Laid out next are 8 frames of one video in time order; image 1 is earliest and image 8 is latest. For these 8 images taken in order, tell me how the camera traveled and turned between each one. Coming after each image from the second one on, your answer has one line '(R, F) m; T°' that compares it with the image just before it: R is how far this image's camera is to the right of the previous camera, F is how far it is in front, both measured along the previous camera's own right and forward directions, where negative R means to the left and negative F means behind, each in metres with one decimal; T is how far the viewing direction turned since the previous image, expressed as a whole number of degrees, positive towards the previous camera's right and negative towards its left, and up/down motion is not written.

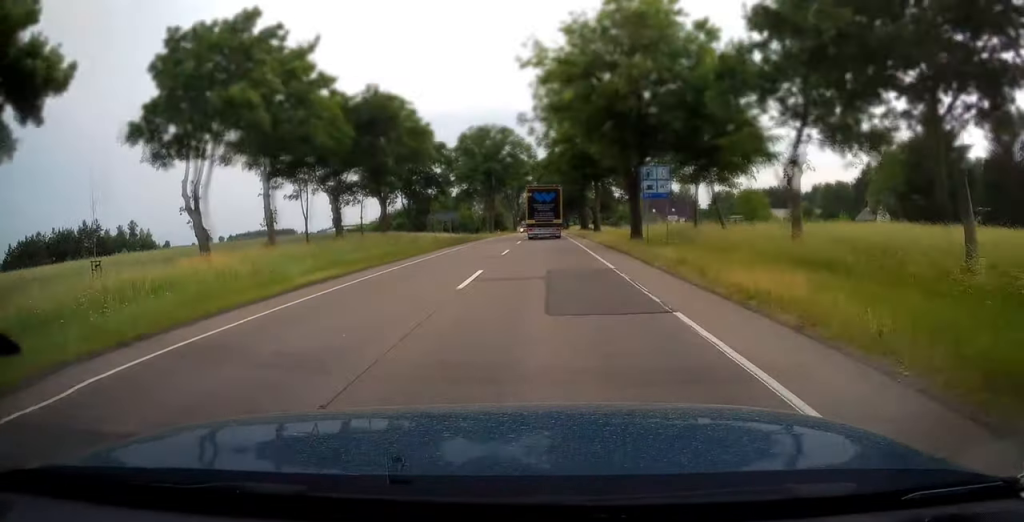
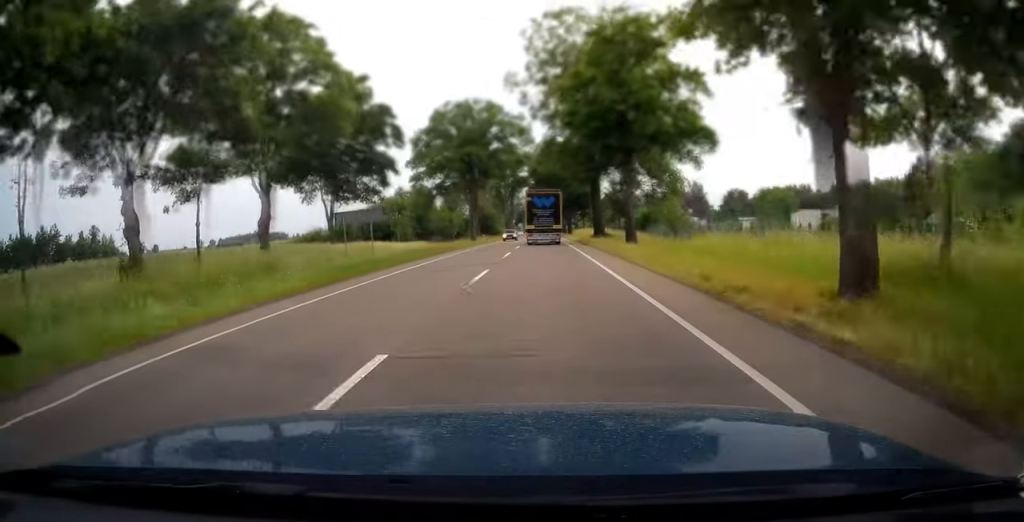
(-0.2, +22.2) m; 0°
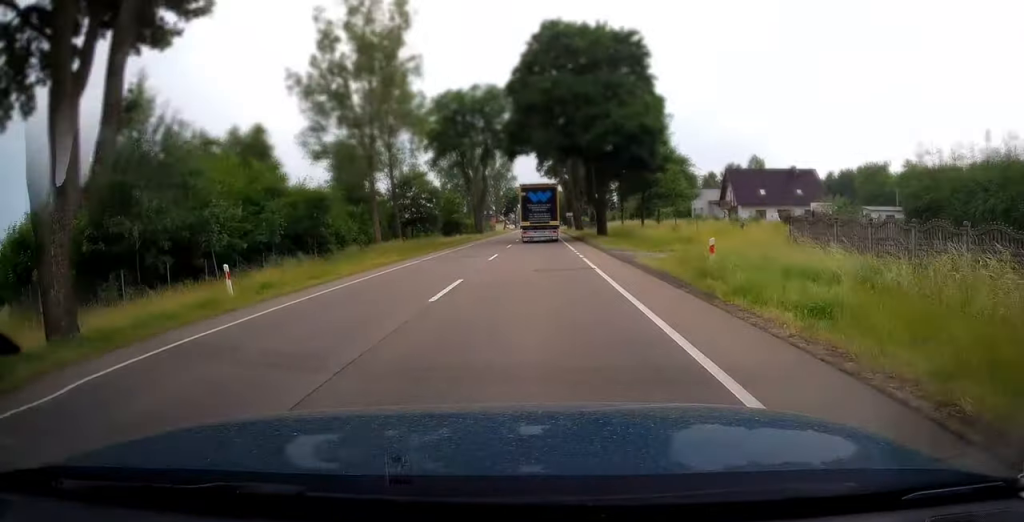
(+0.3, +63.7) m; +1°
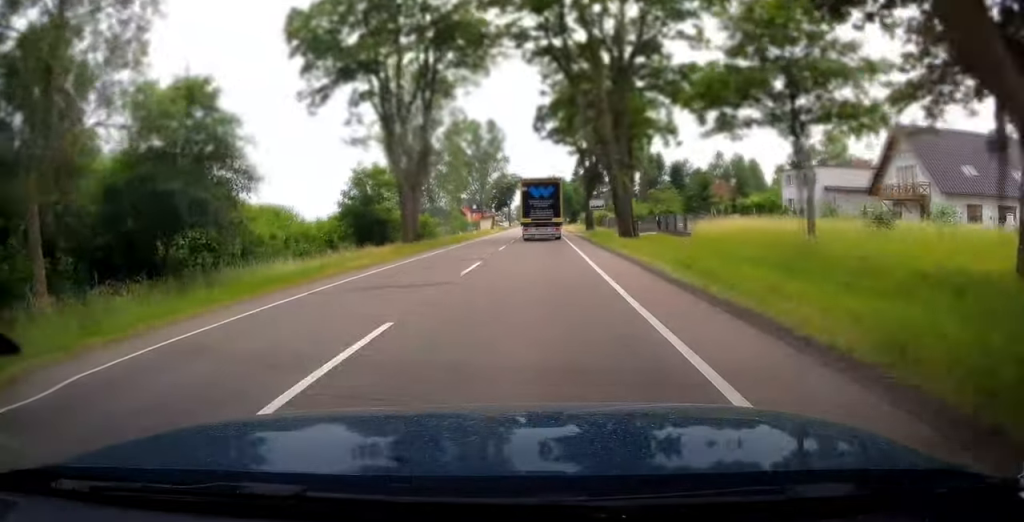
(+0.1, +41.8) m; 0°
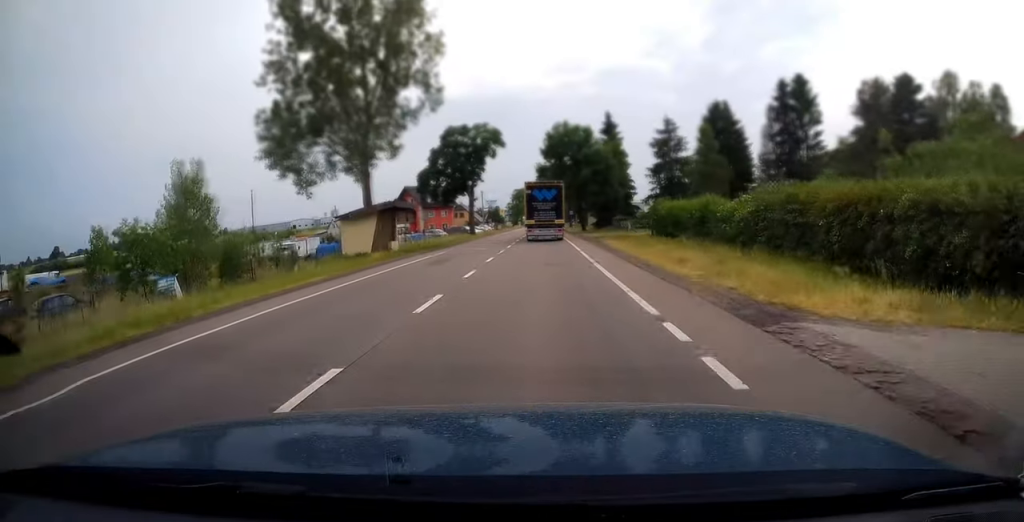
(-0.6, +82.9) m; -1°
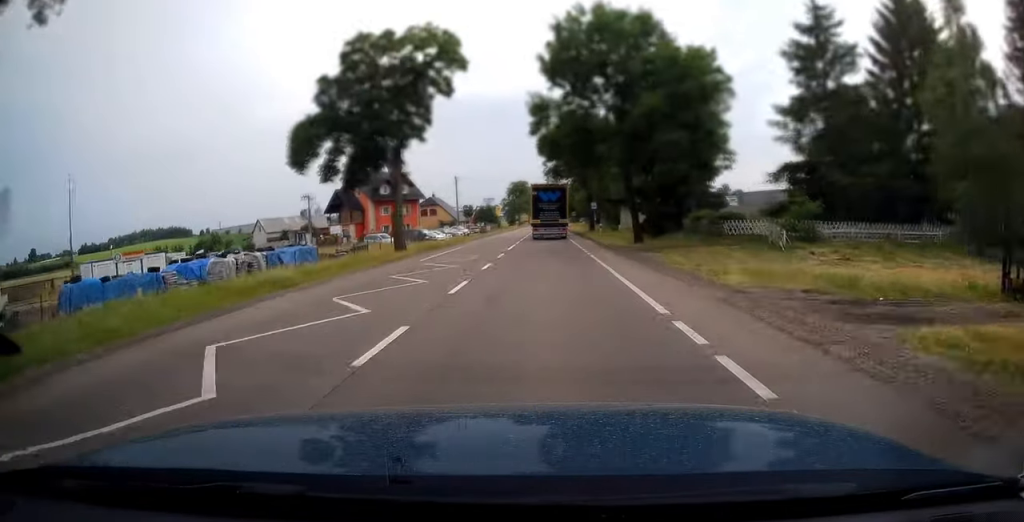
(+0.1, +38.4) m; 0°
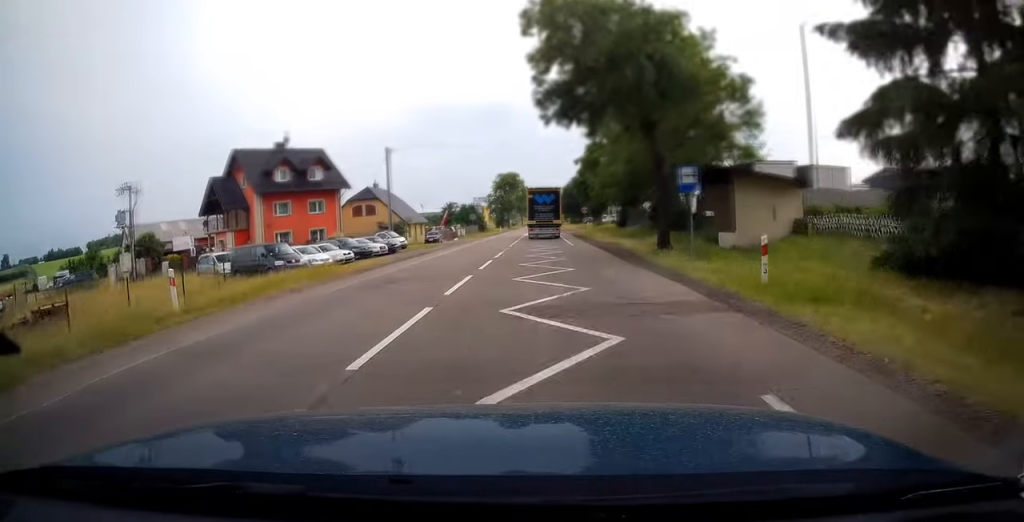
(-0.2, +35.3) m; 0°
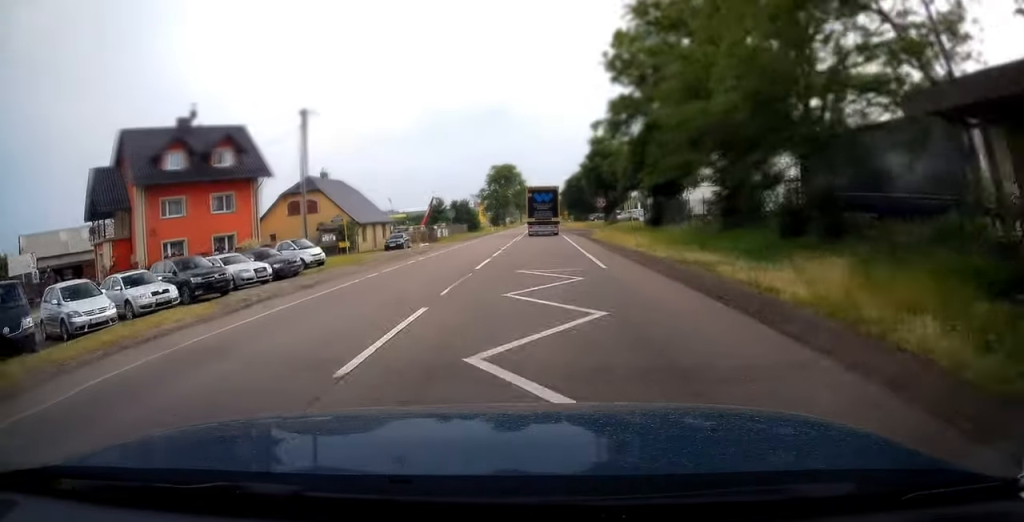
(+0.1, +17.7) m; 0°
